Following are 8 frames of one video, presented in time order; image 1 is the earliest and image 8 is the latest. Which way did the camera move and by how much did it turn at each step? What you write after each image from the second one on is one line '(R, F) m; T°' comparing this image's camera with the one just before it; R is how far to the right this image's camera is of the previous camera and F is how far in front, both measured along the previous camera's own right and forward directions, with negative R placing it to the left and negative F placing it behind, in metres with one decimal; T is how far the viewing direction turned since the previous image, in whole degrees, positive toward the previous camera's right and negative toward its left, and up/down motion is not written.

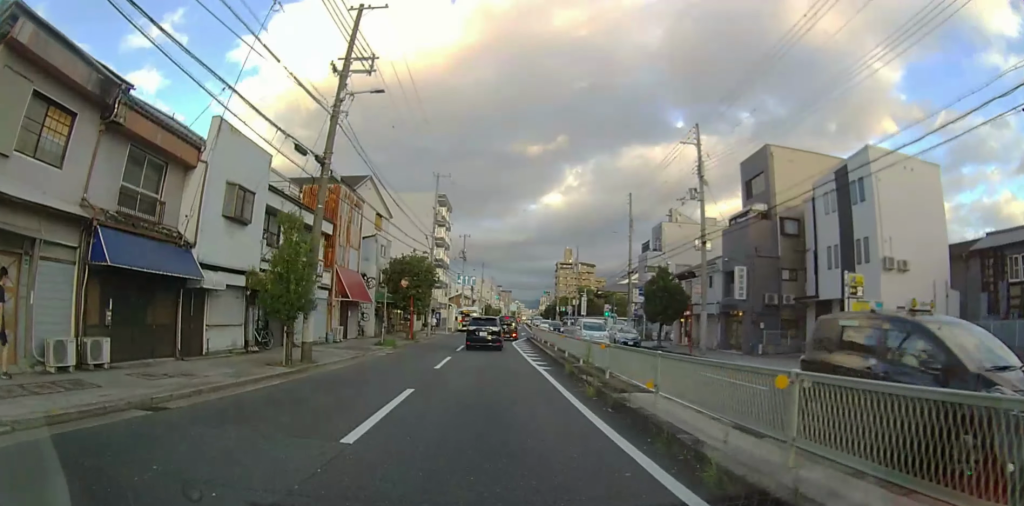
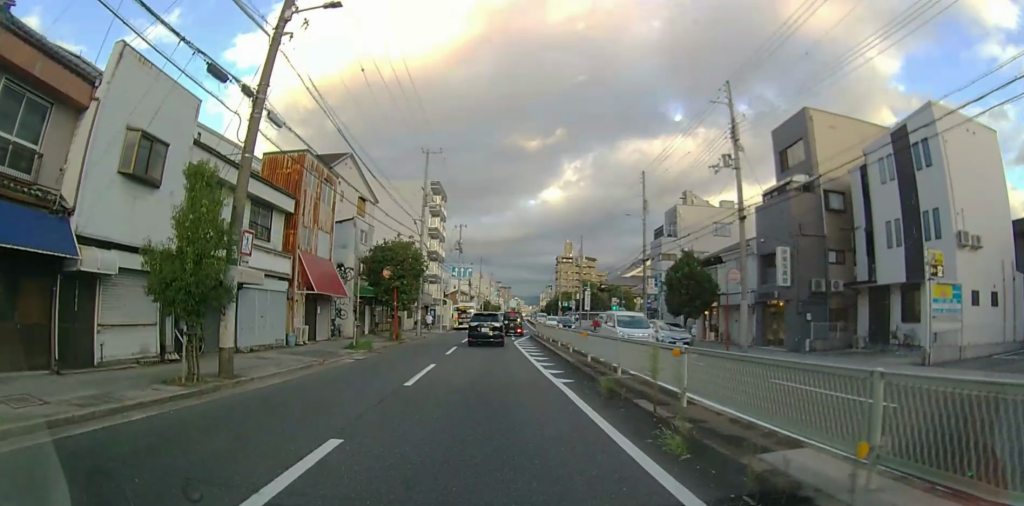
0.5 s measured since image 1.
(0.0, +5.4) m; 0°
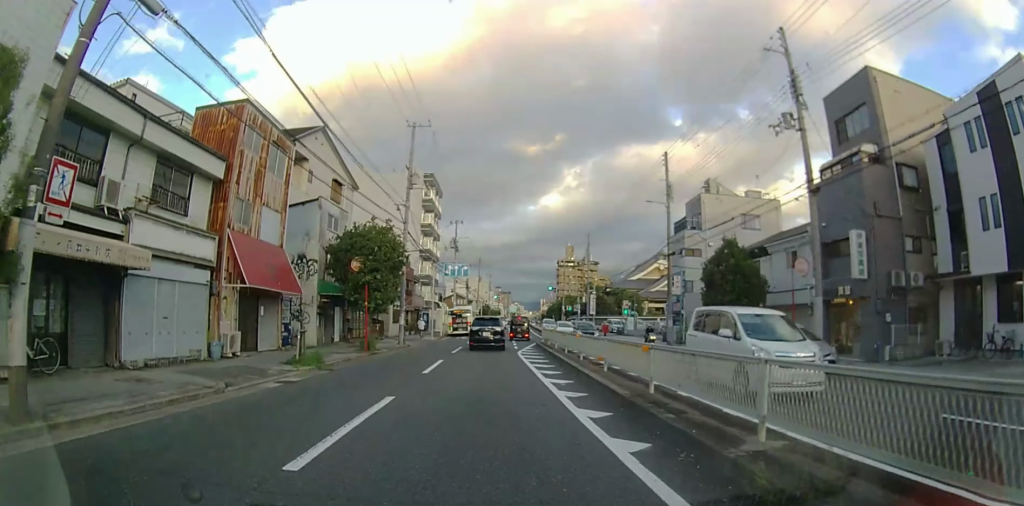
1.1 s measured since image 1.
(0.0, +6.1) m; 0°
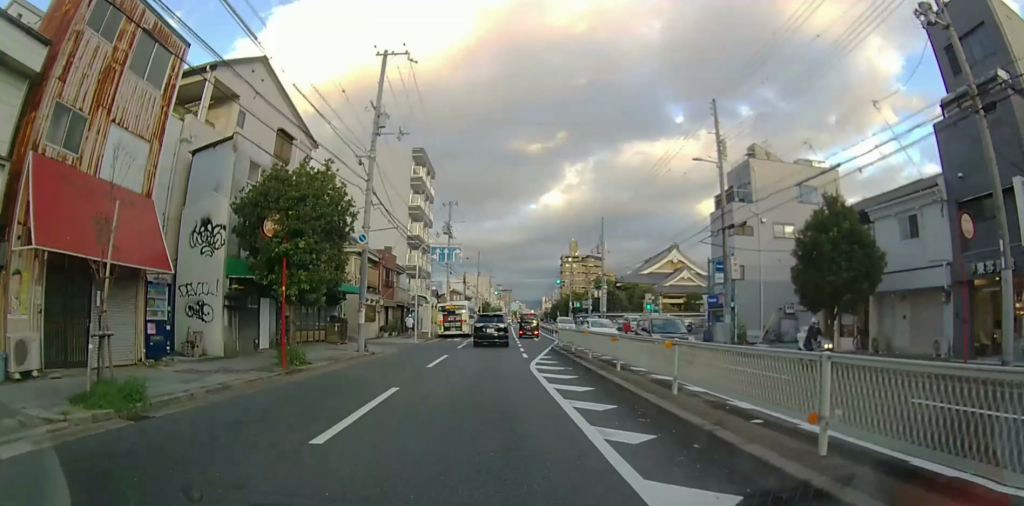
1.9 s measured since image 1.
(0.0, +8.9) m; 0°
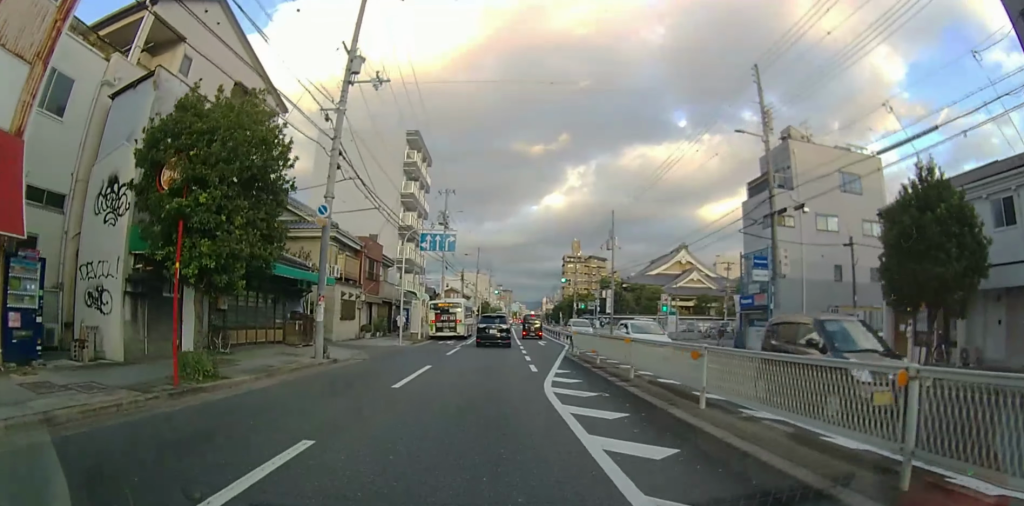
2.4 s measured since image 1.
(0.0, +5.3) m; 0°
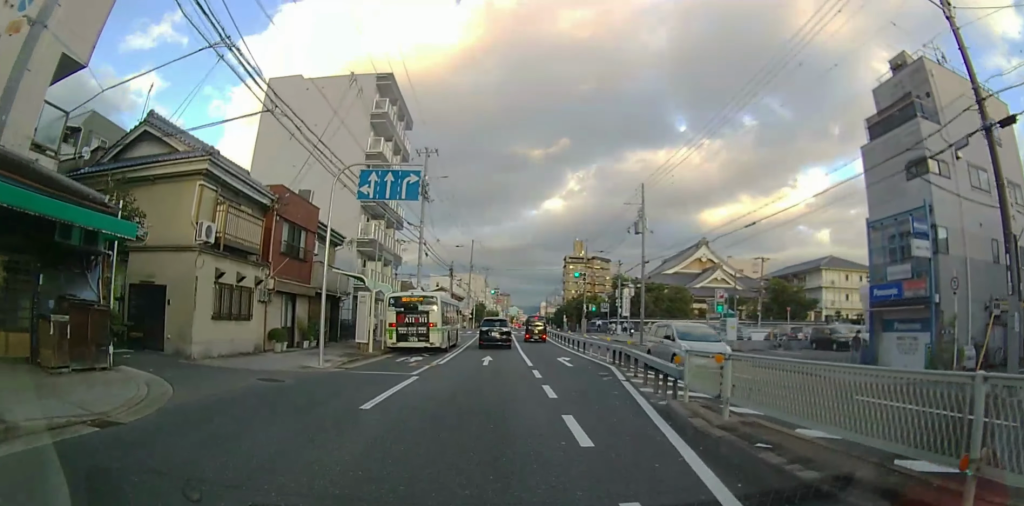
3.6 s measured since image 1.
(0.0, +12.5) m; 0°
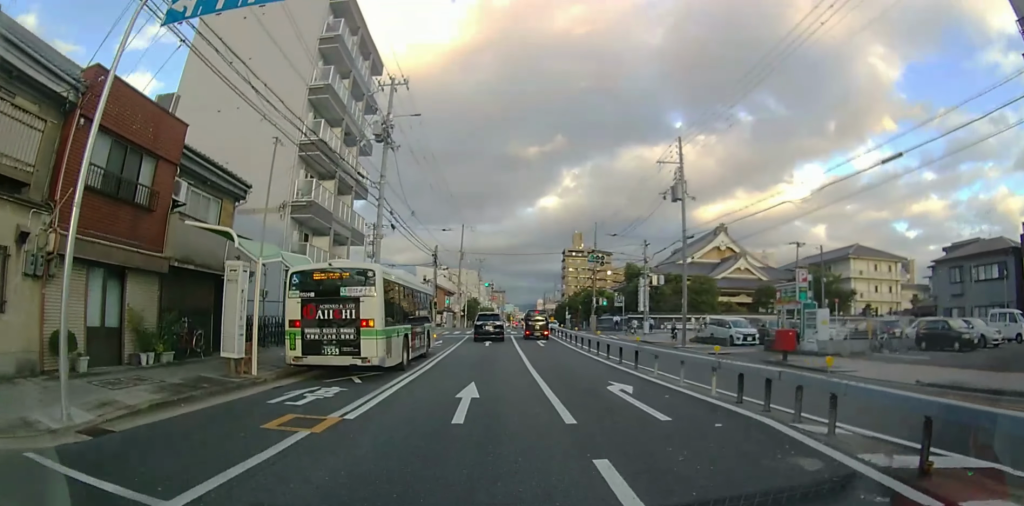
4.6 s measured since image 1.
(0.0, +10.4) m; 0°
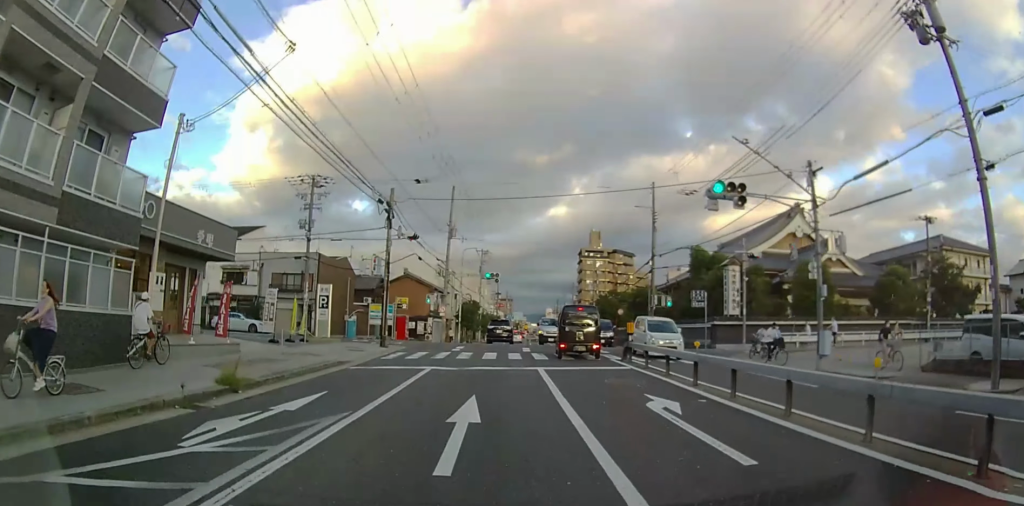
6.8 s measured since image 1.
(0.0, +22.2) m; 0°
